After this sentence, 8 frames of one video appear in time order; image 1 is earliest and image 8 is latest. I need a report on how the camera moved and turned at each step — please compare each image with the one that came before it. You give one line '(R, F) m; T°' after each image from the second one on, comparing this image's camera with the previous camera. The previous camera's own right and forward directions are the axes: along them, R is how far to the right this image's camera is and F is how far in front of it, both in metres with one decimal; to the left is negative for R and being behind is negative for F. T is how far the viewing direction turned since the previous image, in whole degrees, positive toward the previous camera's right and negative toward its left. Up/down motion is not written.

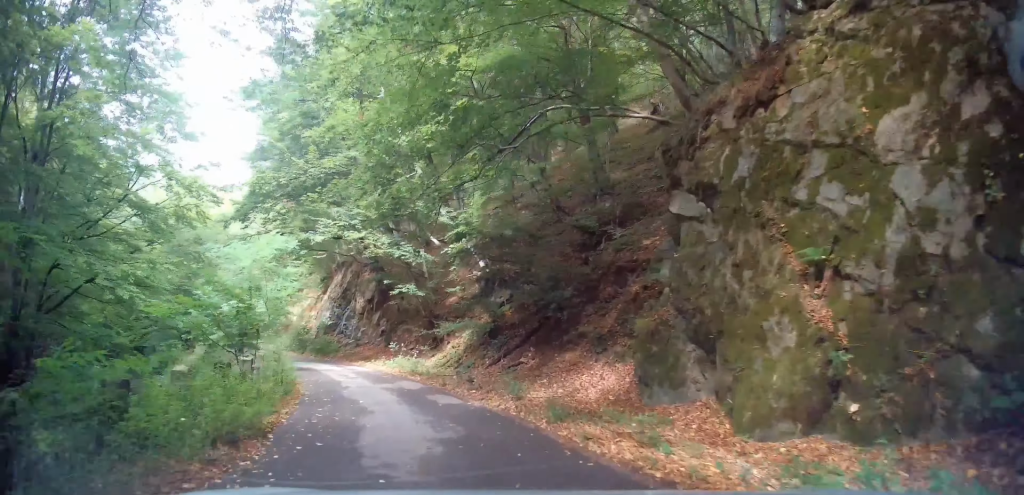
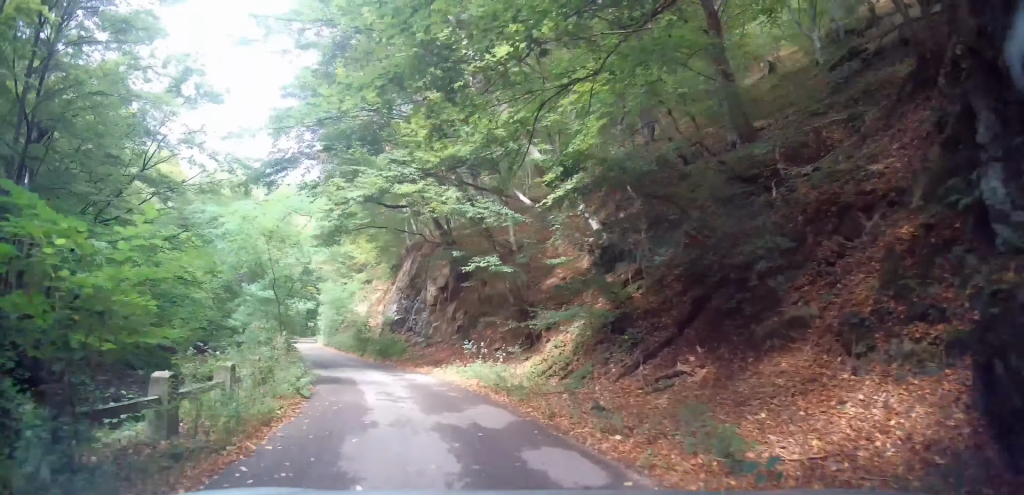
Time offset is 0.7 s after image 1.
(-0.4, +6.3) m; -8°
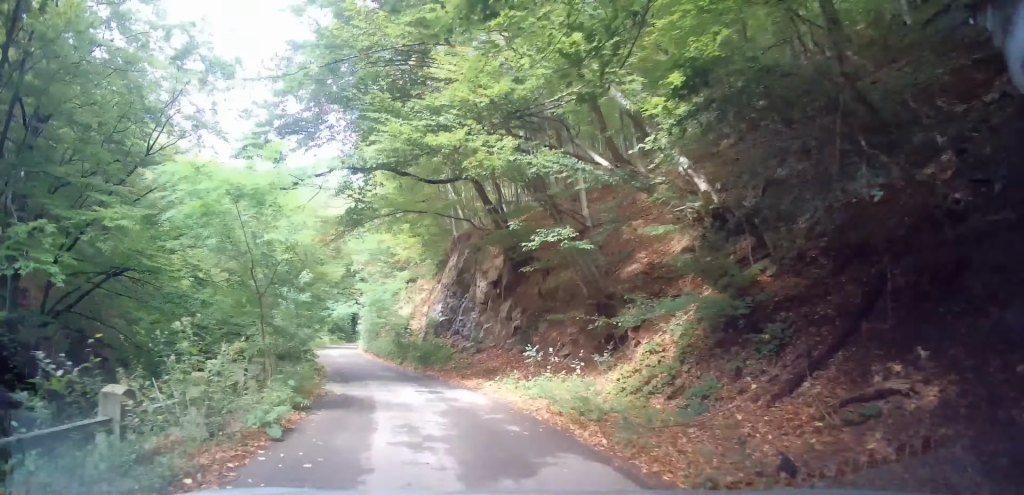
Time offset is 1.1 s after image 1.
(-0.2, +4.0) m; -4°
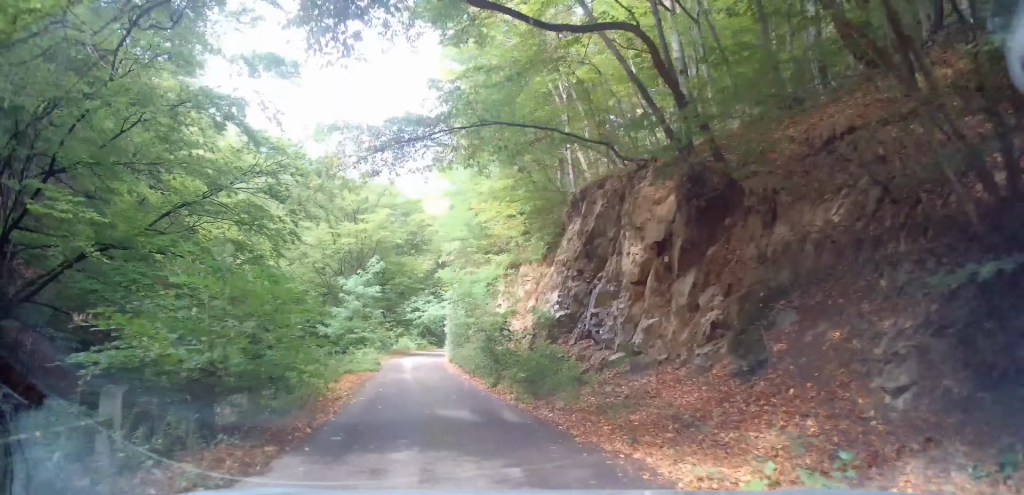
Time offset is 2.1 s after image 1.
(-0.7, +9.0) m; -9°
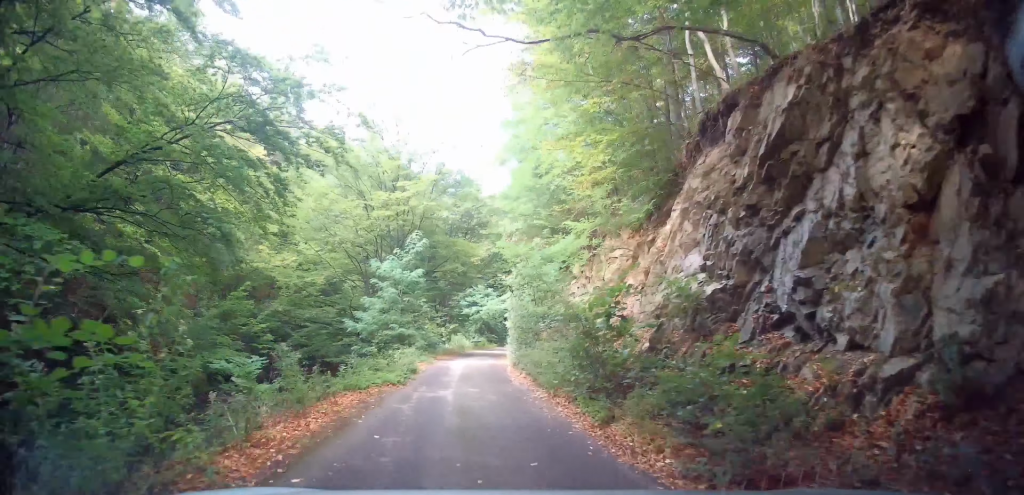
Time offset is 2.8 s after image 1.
(-0.3, +6.6) m; -5°
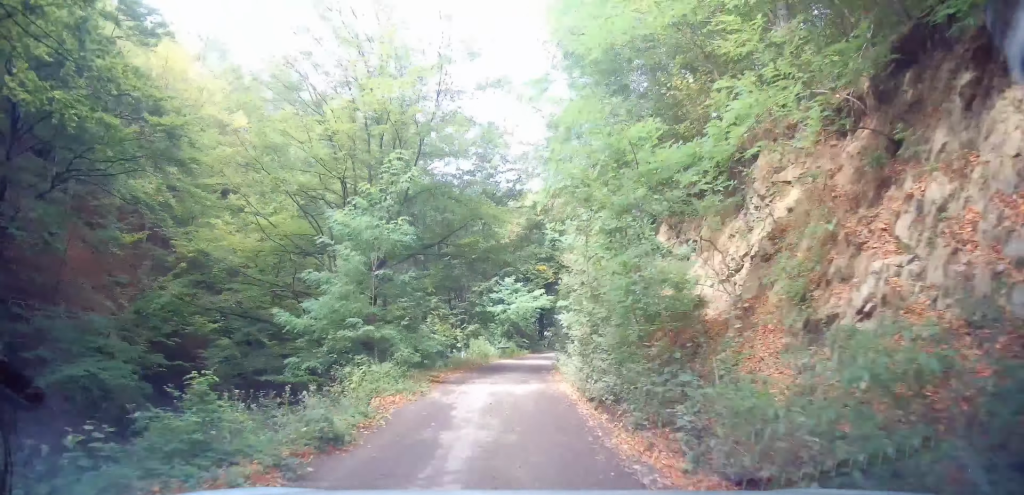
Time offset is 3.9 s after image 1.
(-0.6, +10.5) m; -5°
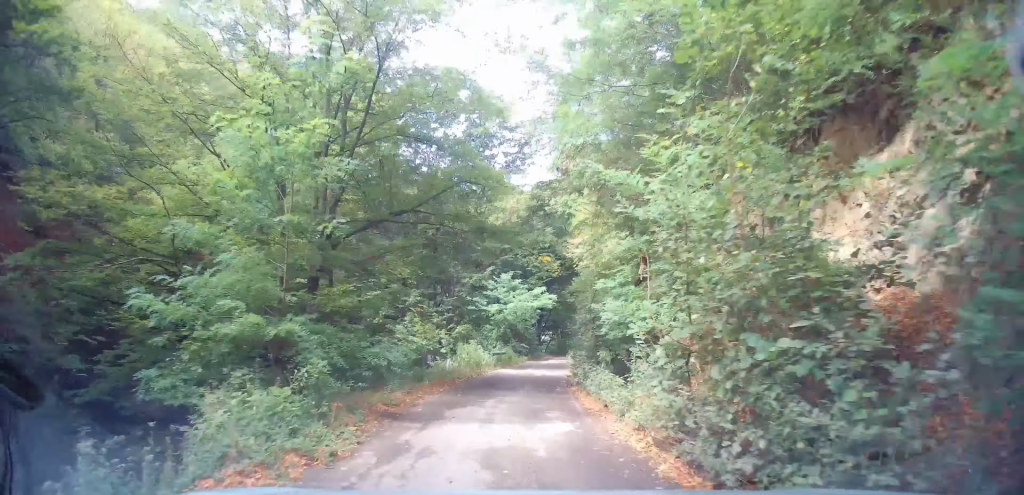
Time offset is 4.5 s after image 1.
(-0.1, +5.8) m; -1°
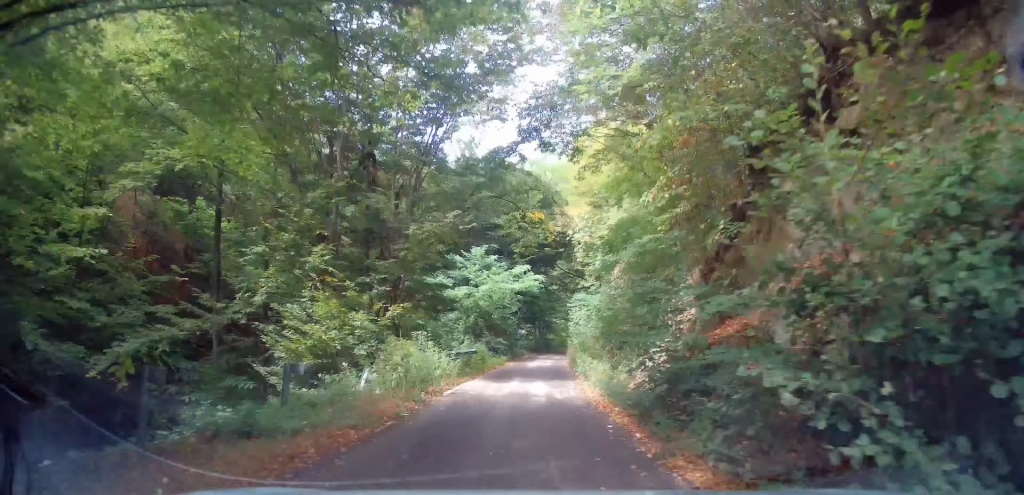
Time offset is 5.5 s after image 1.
(-0.2, +9.9) m; +2°
